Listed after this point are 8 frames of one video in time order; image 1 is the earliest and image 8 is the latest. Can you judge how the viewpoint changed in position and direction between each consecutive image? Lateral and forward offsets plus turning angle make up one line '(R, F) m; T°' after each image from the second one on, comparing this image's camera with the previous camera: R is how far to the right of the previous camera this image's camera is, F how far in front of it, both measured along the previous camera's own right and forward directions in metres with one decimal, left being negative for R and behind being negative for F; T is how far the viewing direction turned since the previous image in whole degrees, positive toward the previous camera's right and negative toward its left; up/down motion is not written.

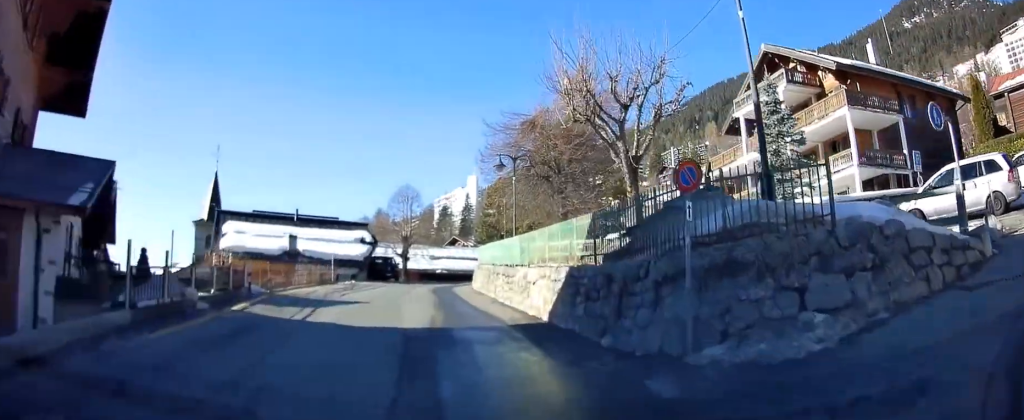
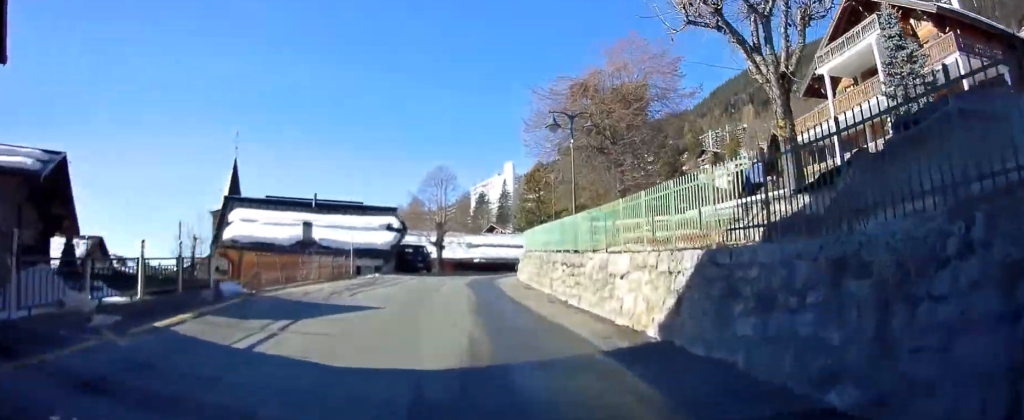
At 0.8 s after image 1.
(-0.3, +5.6) m; -3°
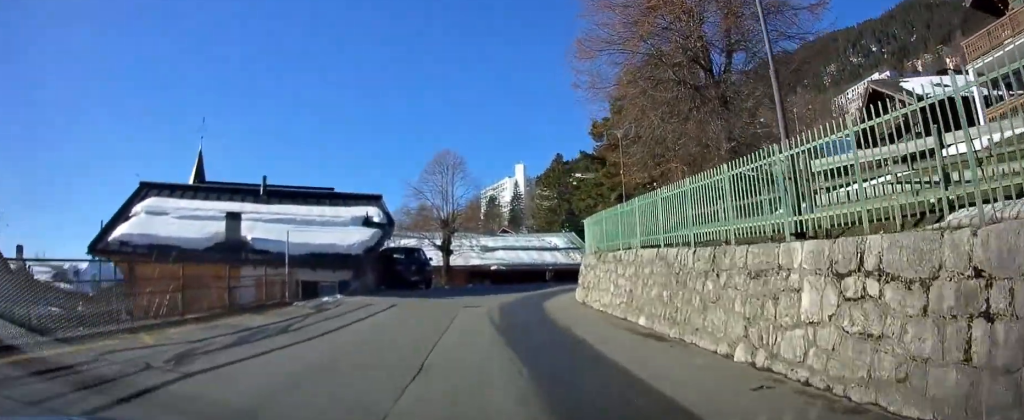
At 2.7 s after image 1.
(+0.3, +13.1) m; +4°
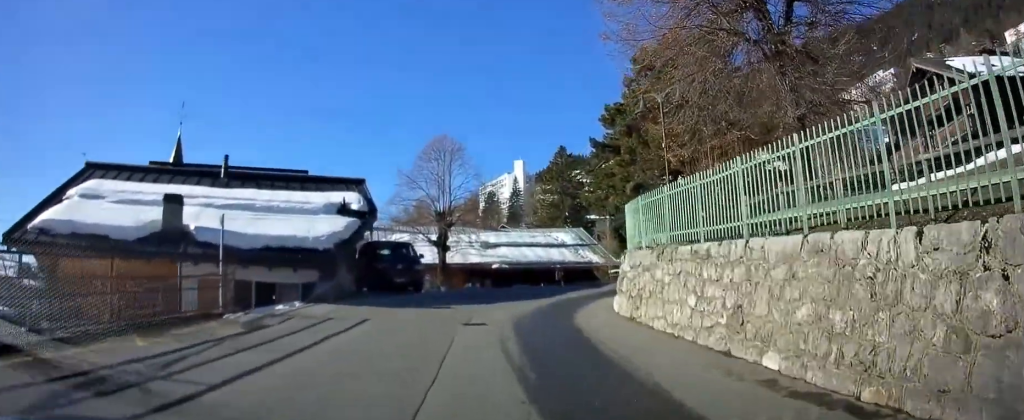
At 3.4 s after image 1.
(0.0, +4.8) m; 0°
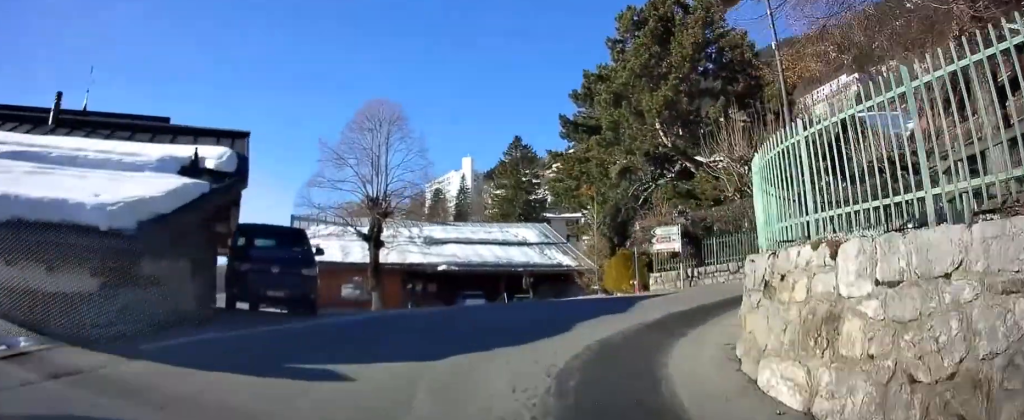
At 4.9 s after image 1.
(+0.3, +9.6) m; +8°
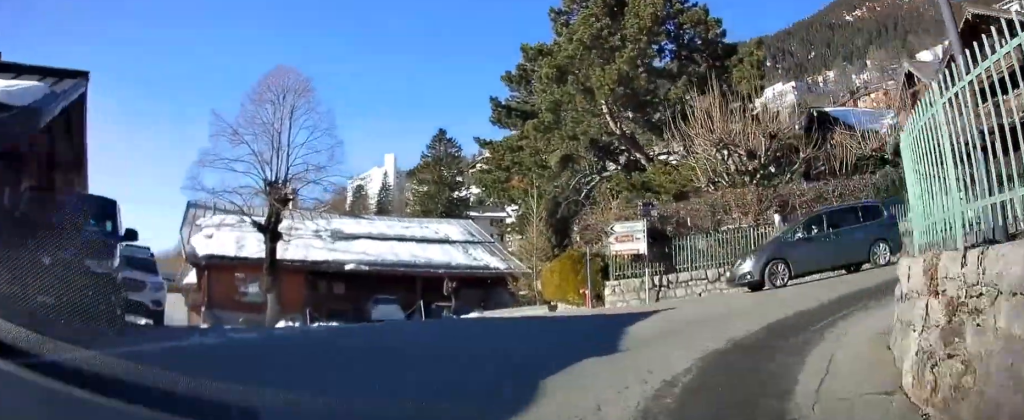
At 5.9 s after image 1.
(+0.4, +5.1) m; +12°
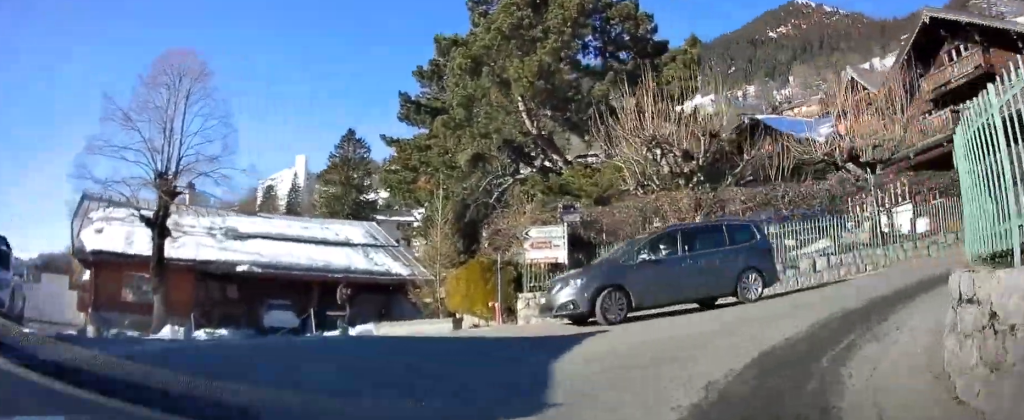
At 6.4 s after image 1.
(0.0, +2.4) m; +7°
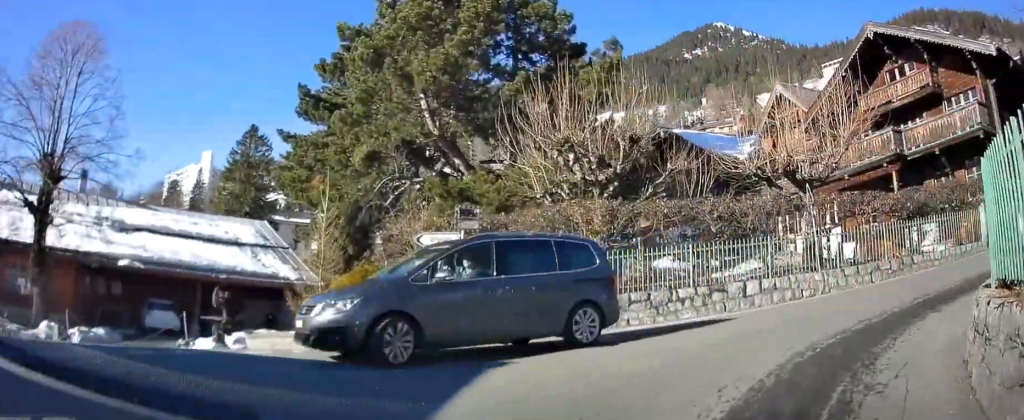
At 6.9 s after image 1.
(+0.2, +2.0) m; +10°
